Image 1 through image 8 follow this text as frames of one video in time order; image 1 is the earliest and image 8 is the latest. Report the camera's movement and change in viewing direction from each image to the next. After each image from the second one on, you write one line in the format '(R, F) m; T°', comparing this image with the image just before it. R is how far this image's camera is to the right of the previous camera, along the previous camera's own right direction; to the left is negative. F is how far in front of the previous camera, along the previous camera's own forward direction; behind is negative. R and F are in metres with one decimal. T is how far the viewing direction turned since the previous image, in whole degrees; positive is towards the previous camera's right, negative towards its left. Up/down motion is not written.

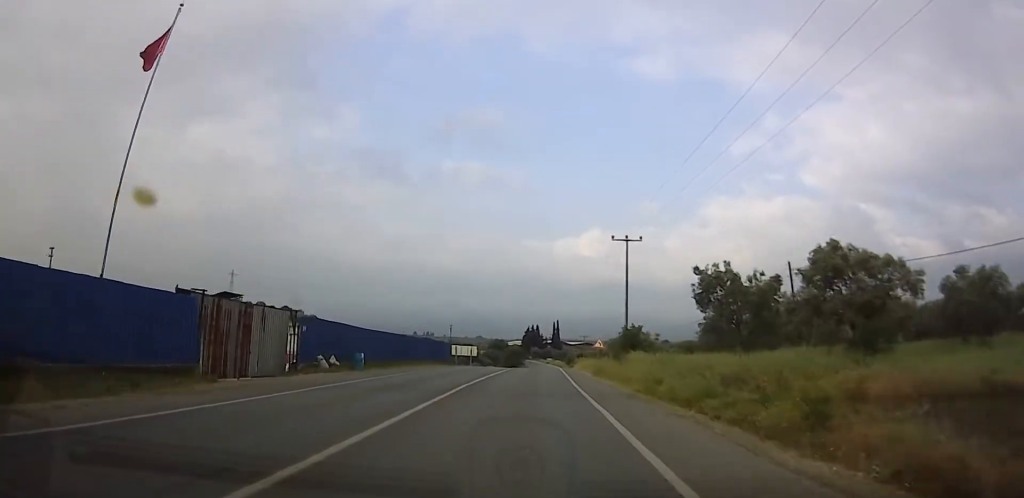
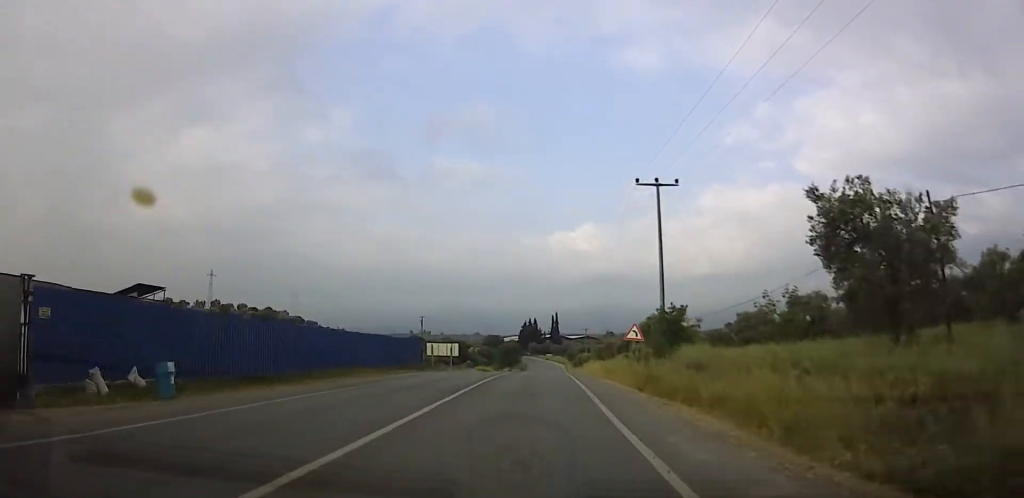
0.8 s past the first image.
(+0.4, +15.1) m; -1°
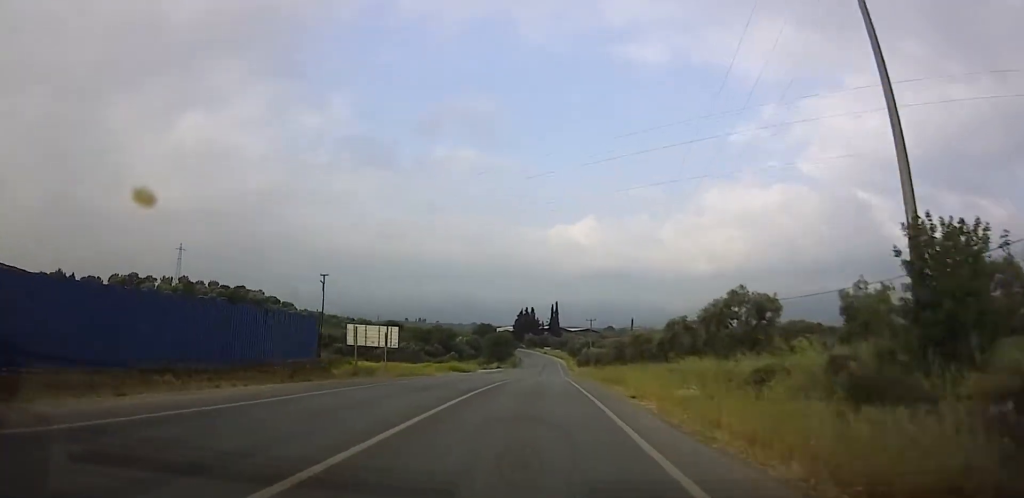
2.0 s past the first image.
(-0.9, +24.3) m; -1°
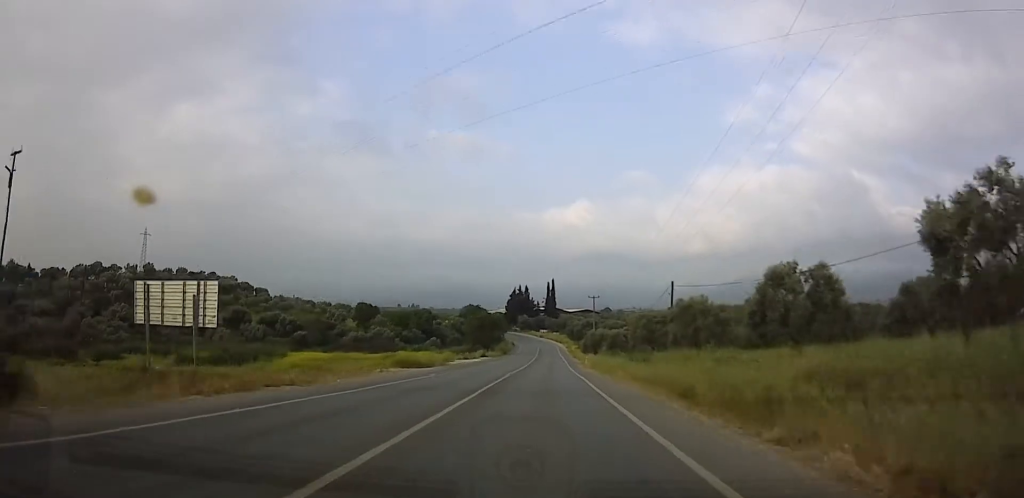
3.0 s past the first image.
(+0.4, +20.0) m; +3°
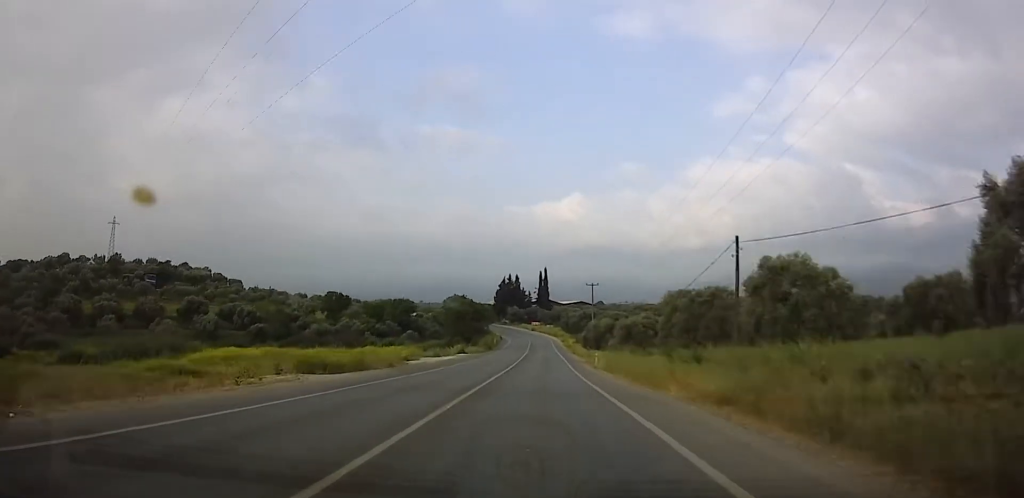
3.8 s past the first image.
(+0.1, +14.7) m; +2°
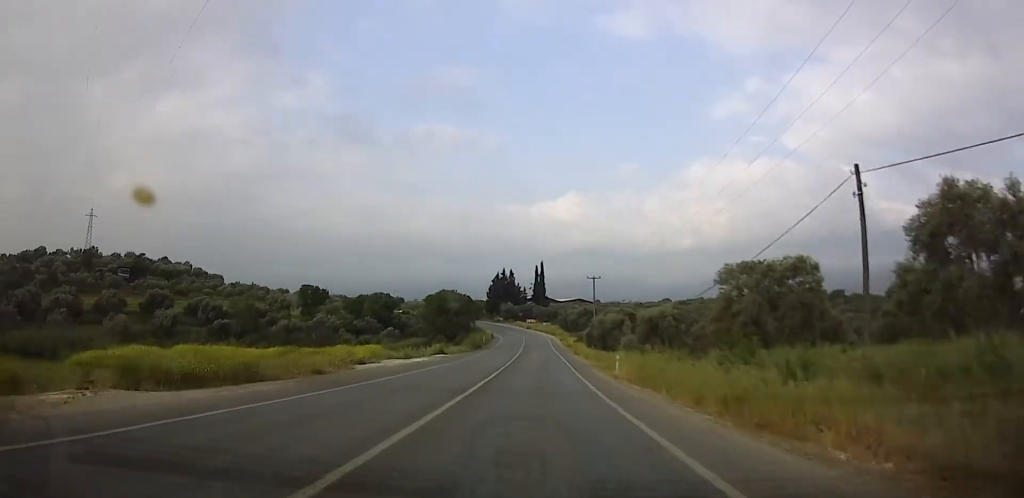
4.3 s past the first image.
(+0.4, +11.4) m; 0°
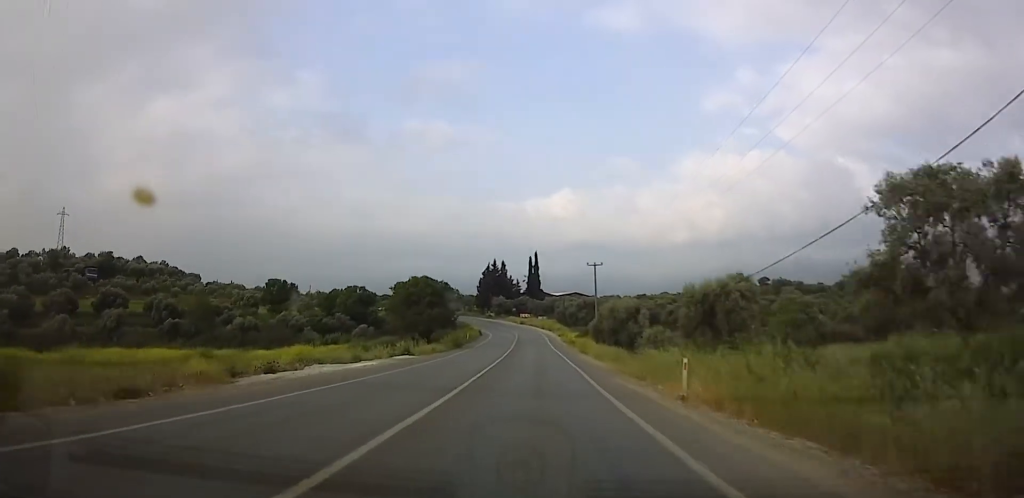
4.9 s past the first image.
(+0.3, +12.4) m; 0°
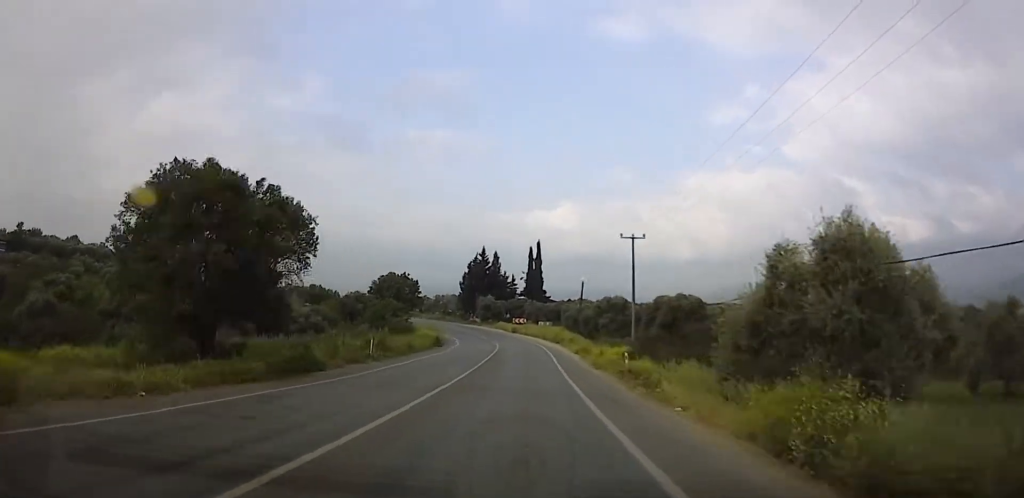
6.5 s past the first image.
(-1.2, +39.6) m; 0°
